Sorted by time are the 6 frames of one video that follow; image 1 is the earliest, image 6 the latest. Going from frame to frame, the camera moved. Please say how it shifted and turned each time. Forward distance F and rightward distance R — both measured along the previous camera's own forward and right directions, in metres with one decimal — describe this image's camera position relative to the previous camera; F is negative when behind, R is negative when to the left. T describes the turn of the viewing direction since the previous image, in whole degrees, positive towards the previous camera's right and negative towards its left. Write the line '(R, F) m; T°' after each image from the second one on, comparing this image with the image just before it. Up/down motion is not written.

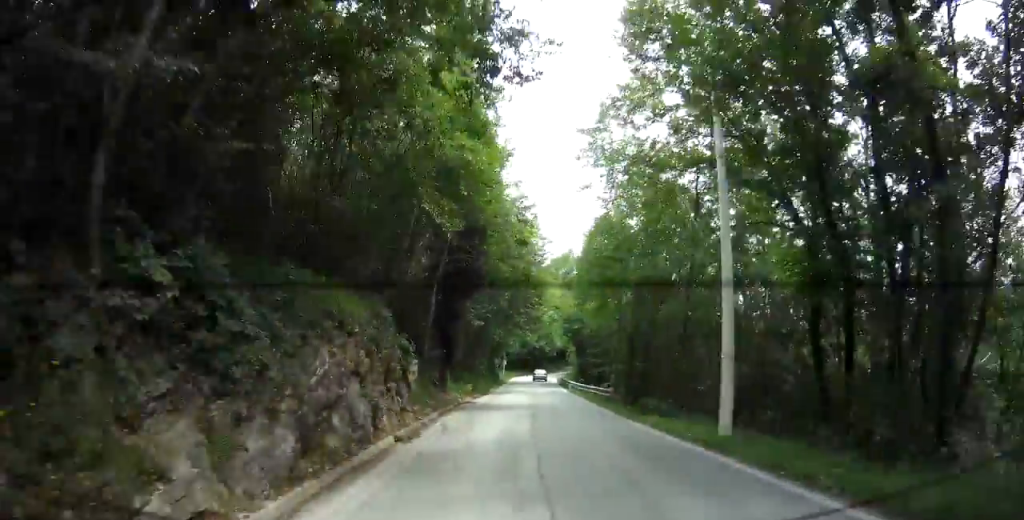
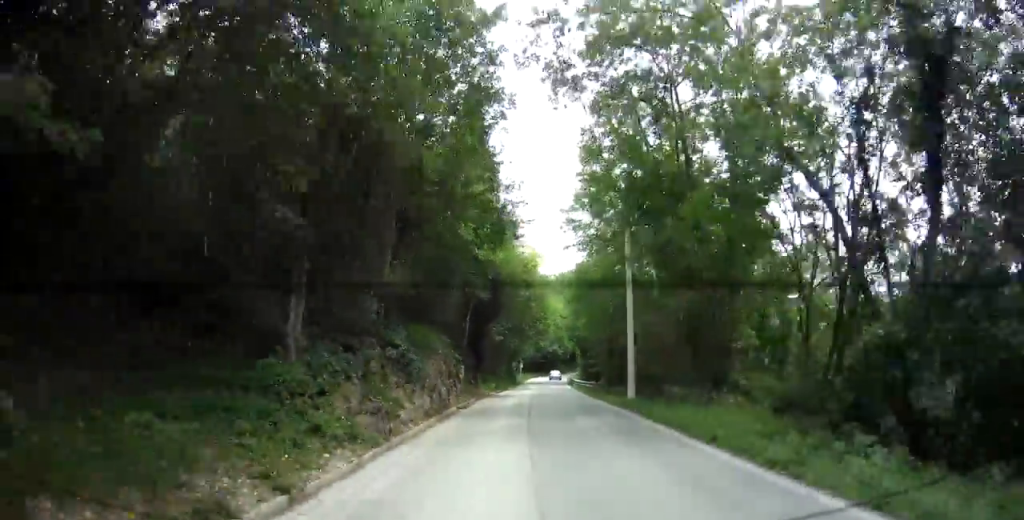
(-0.2, +8.8) m; +3°
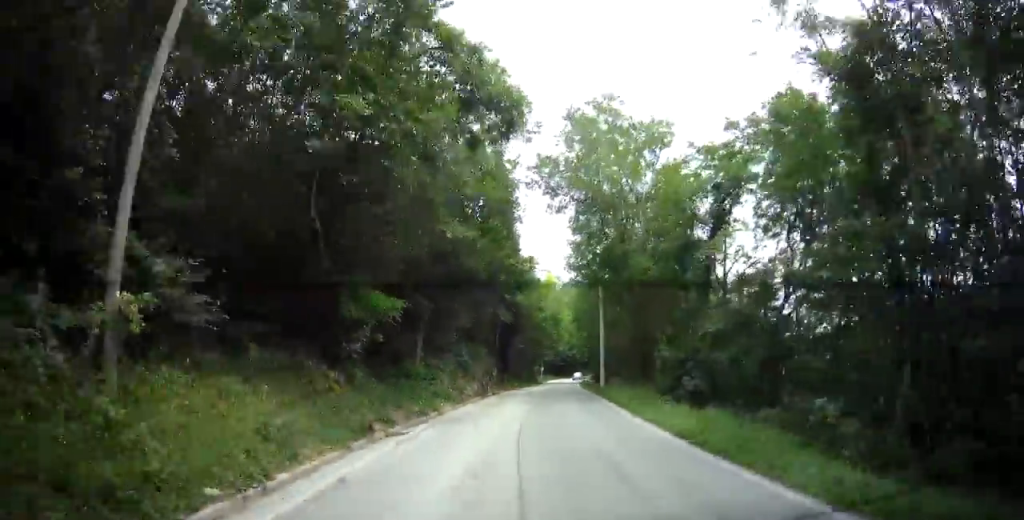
(+1.3, +10.6) m; +5°
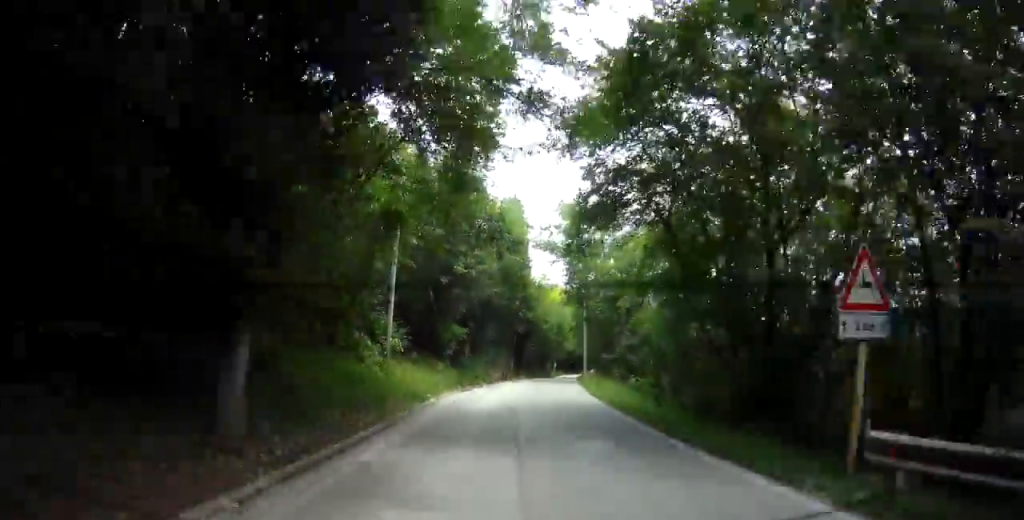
(-0.6, +13.7) m; -6°
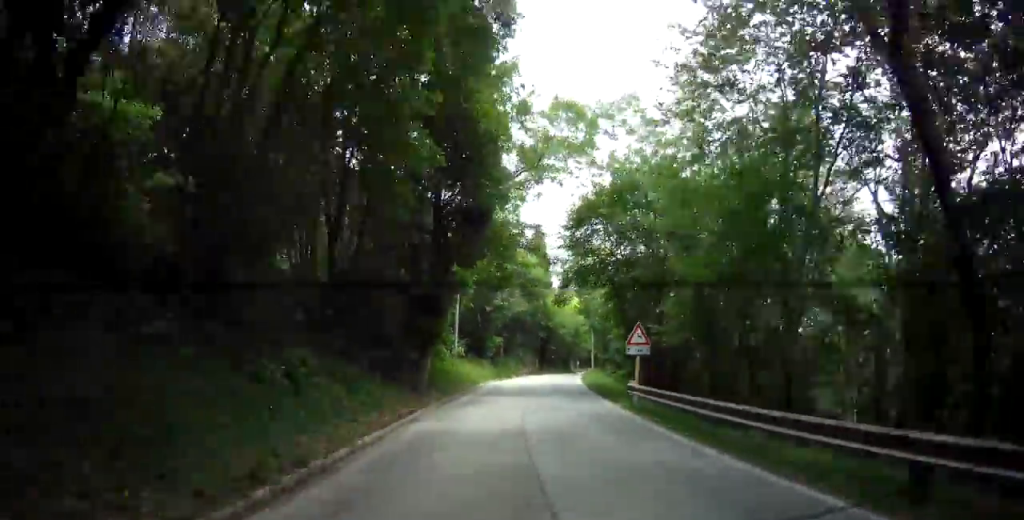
(-0.6, +12.4) m; -5°
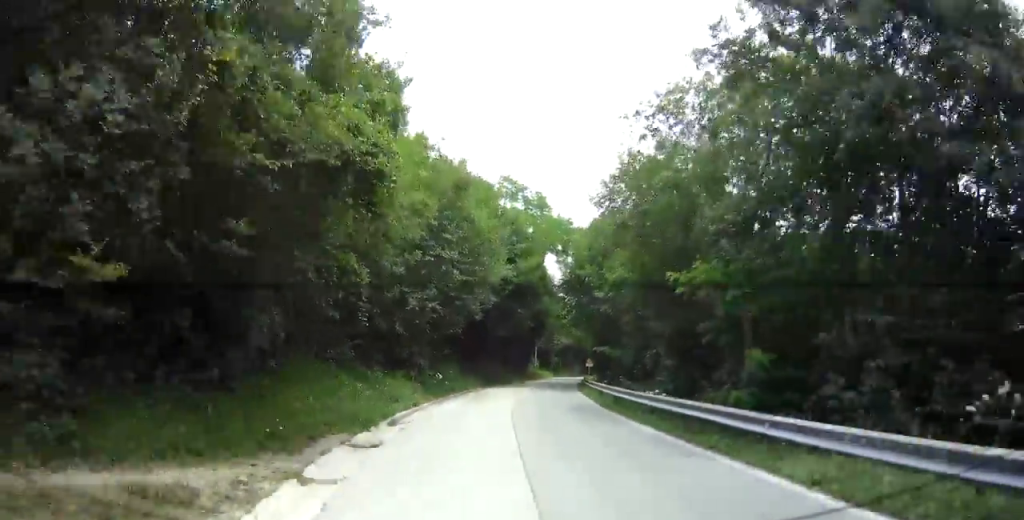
(-5.0, +38.9) m; -11°
